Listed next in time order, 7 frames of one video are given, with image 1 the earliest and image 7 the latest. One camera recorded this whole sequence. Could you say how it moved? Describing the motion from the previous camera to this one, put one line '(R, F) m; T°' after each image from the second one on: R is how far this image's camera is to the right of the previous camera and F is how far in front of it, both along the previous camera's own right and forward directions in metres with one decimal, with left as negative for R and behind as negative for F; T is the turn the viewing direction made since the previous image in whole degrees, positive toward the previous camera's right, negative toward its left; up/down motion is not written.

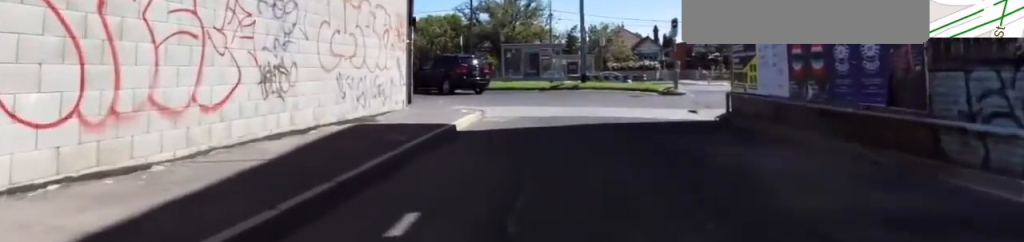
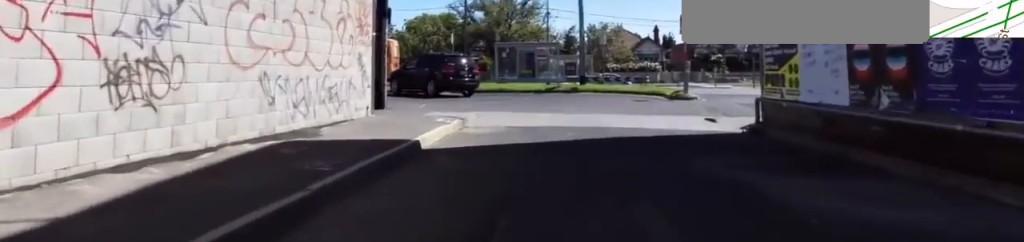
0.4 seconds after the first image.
(+0.2, +2.6) m; +2°
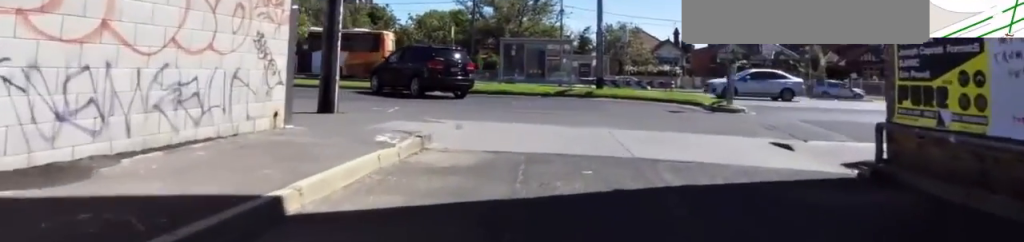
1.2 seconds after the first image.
(+0.2, +4.4) m; +4°
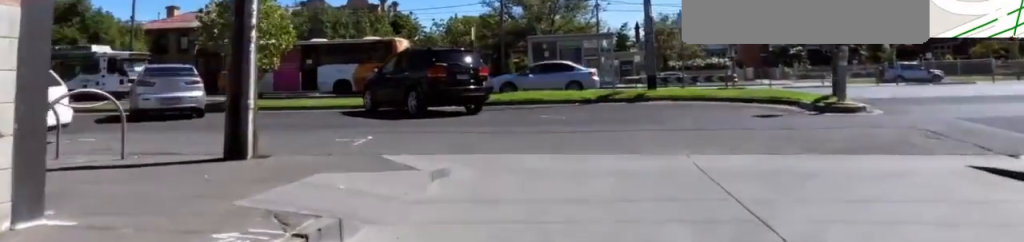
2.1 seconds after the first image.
(+0.1, +4.6) m; +10°
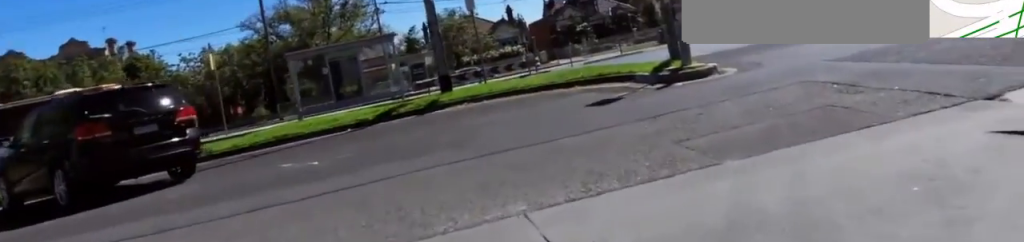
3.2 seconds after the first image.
(+0.6, +3.4) m; +37°
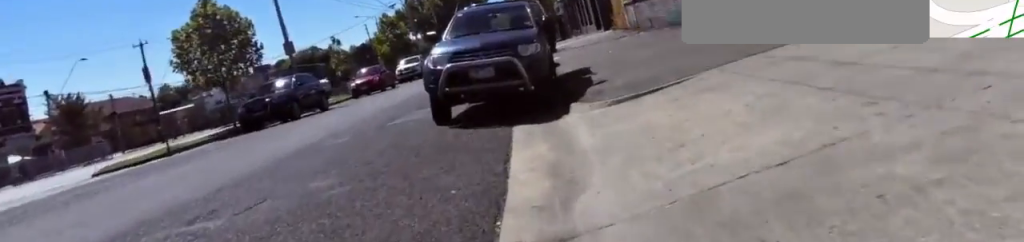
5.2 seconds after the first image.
(+4.0, +3.8) m; +65°
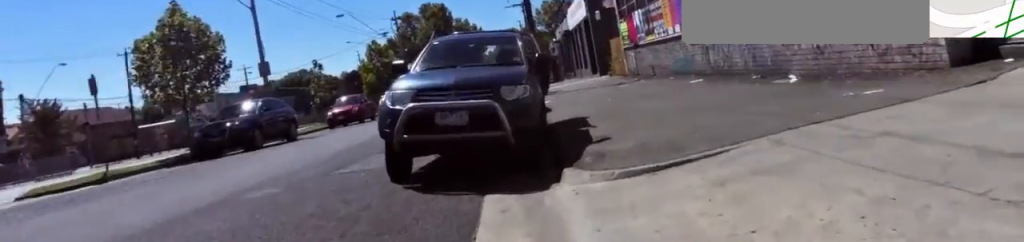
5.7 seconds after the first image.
(+0.1, +2.1) m; +8°
